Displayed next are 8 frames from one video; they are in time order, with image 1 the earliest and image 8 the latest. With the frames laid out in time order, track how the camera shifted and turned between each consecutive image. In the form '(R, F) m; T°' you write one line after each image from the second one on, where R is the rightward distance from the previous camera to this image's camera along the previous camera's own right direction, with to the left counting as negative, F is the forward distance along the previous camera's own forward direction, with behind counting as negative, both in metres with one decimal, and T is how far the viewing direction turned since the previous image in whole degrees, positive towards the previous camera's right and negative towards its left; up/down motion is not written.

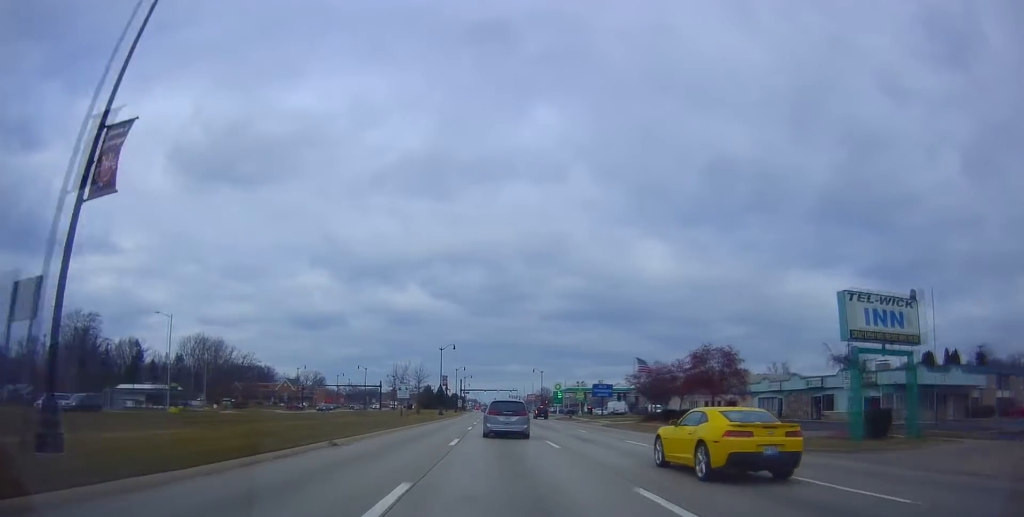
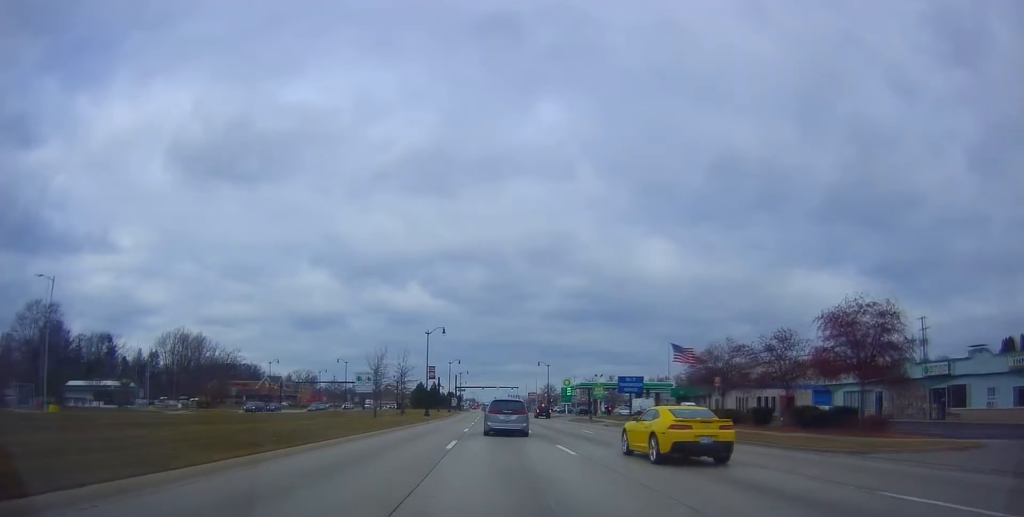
(-0.2, +18.2) m; -1°
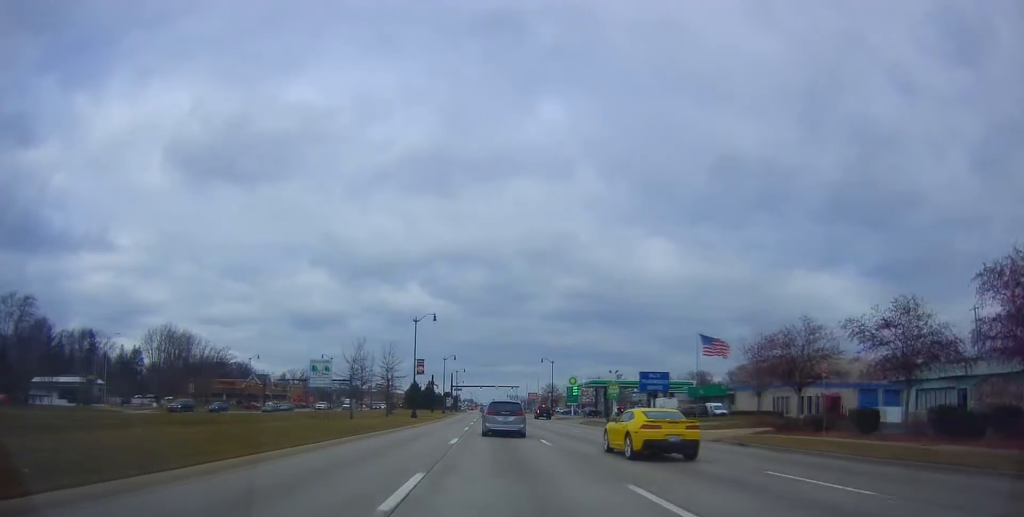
(-0.2, +10.7) m; 0°
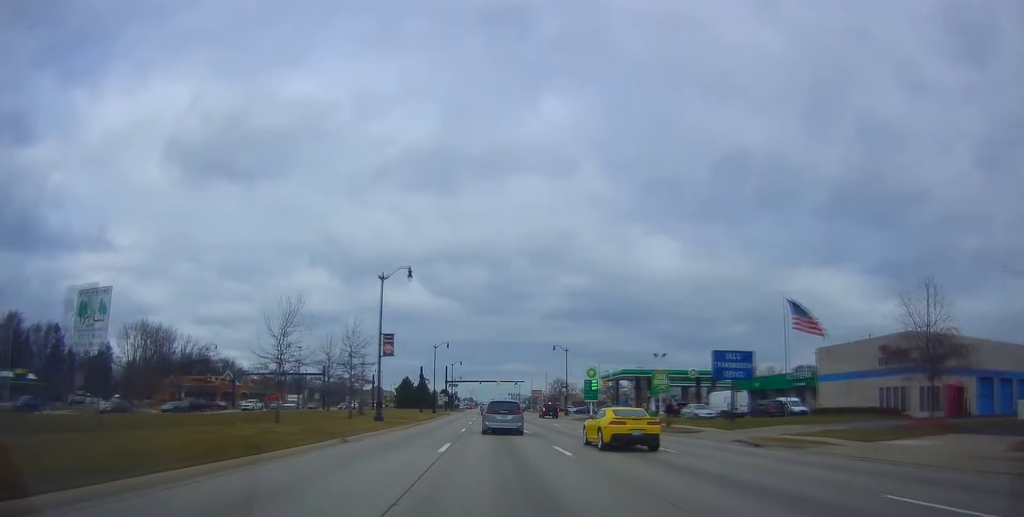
(+0.5, +19.5) m; +1°
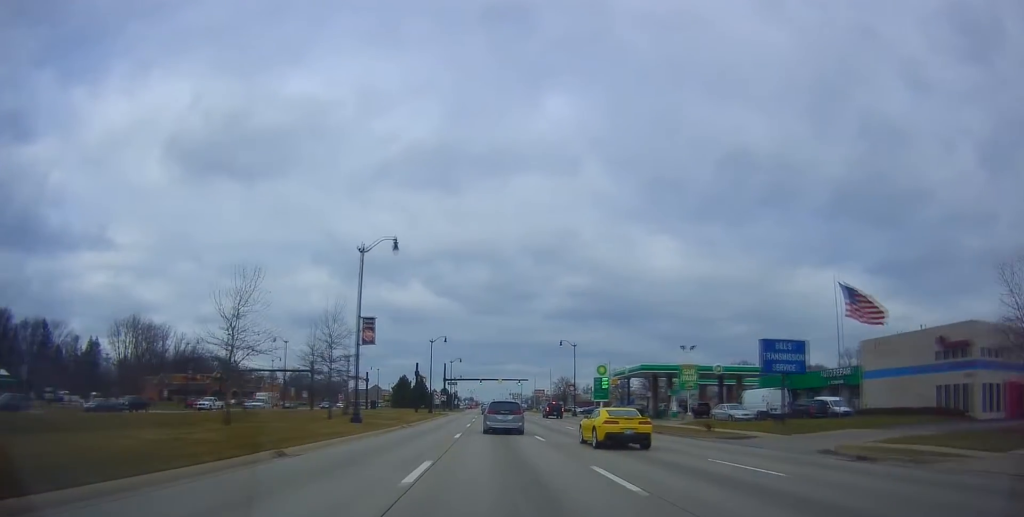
(-0.2, +7.2) m; 0°
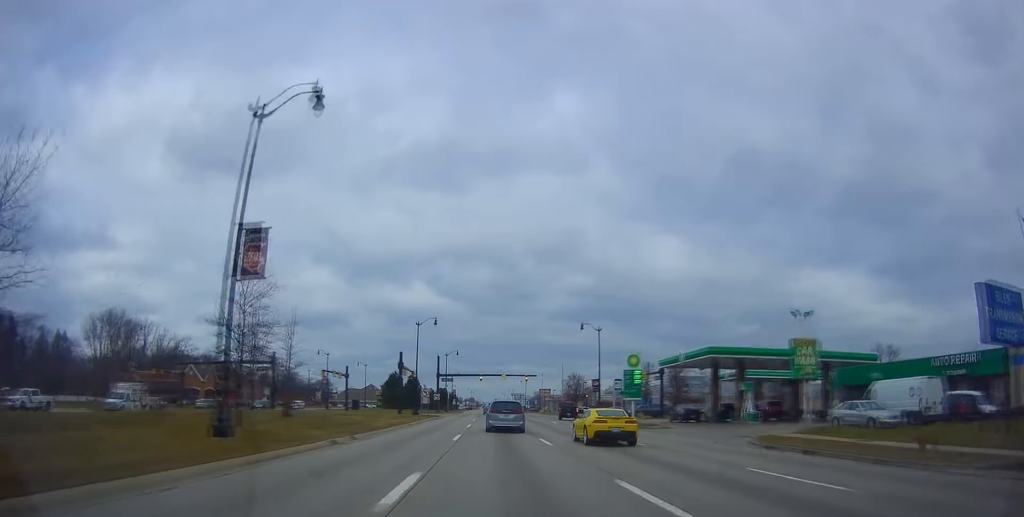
(+0.2, +16.8) m; -1°
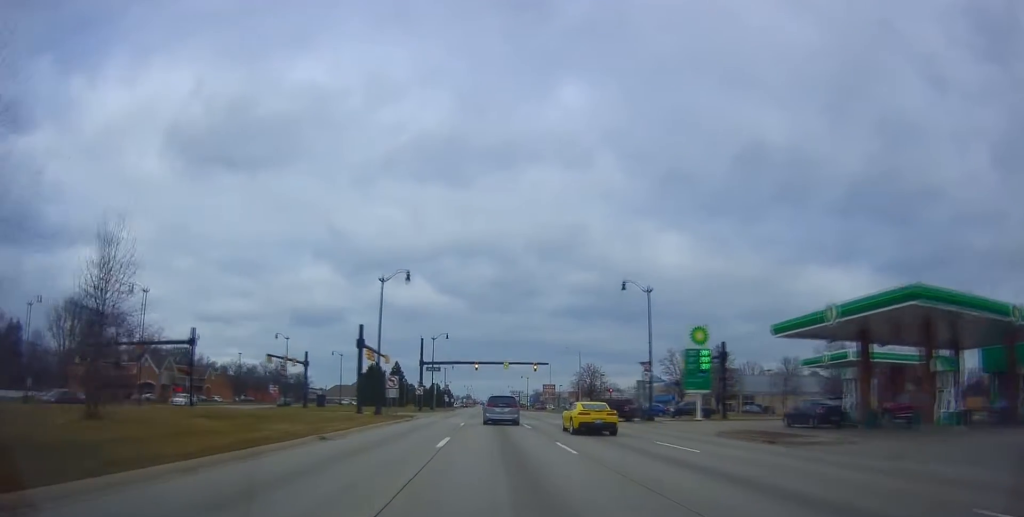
(-0.7, +18.8) m; -1°
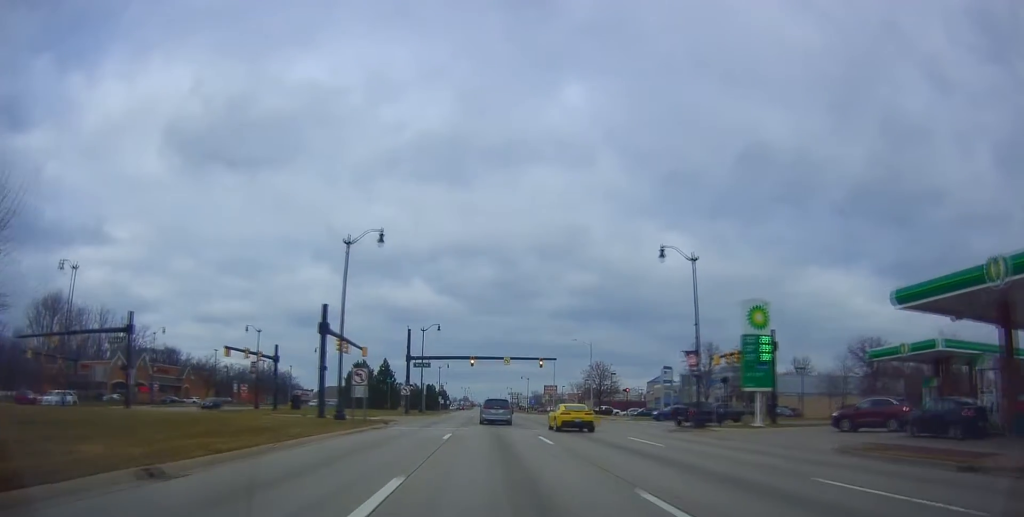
(+0.4, +9.4) m; +2°
